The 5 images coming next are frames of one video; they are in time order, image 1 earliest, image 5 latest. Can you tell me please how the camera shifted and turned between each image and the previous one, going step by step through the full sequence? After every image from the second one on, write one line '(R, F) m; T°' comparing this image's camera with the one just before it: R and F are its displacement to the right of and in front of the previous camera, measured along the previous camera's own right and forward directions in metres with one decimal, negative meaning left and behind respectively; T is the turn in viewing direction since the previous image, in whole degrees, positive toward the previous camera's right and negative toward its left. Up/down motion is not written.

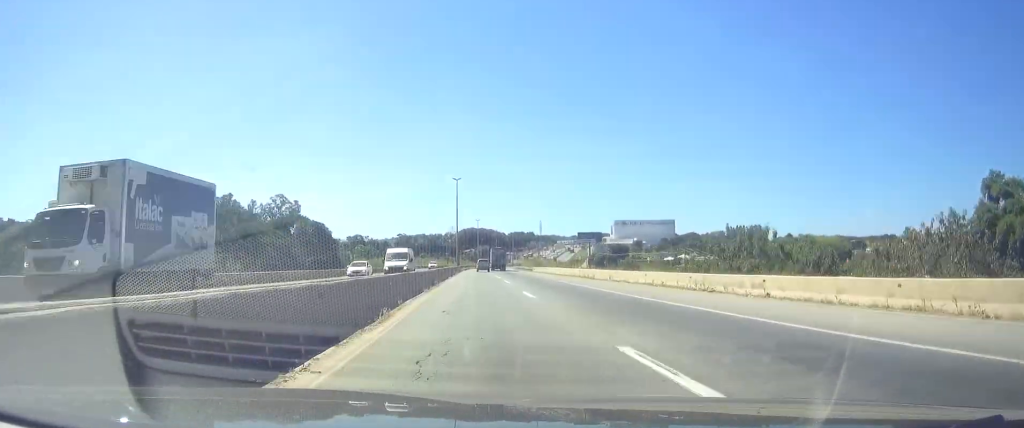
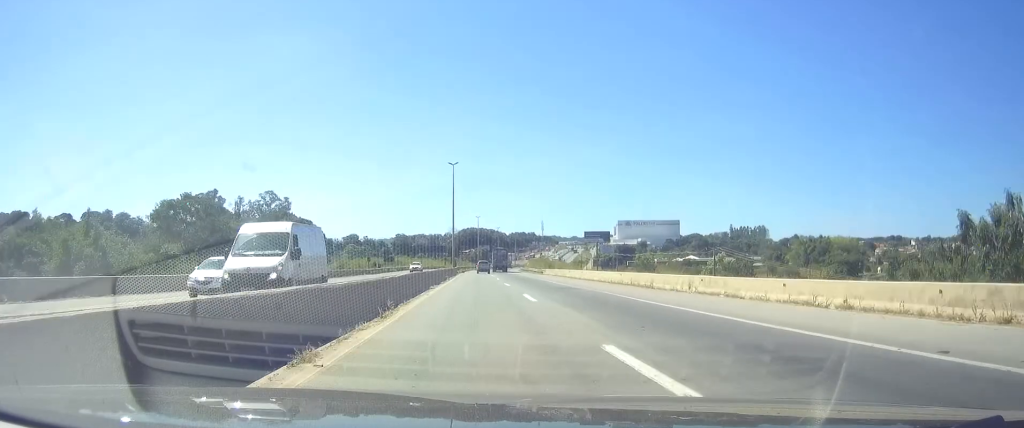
(+0.1, +17.6) m; +1°
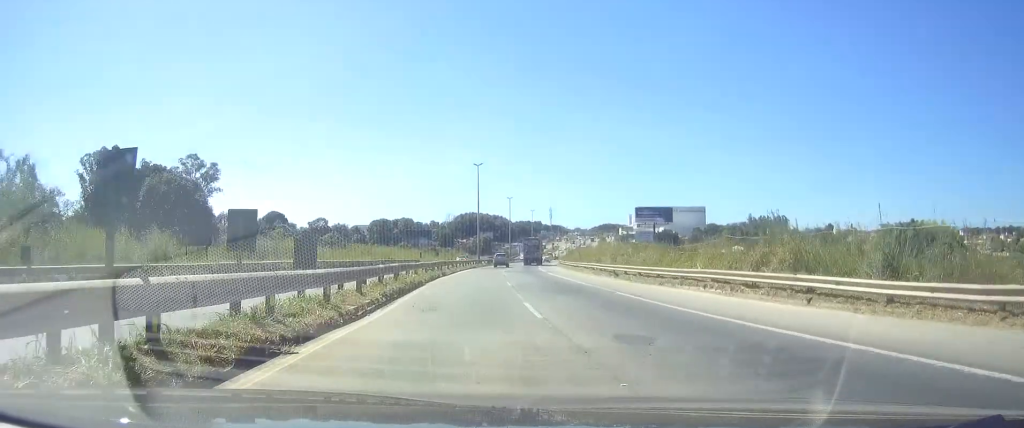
(+0.5, +88.9) m; 0°
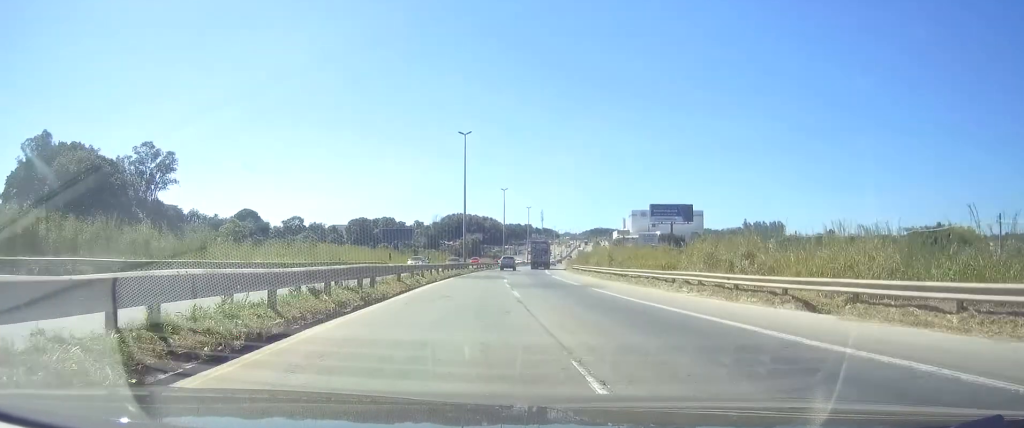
(-0.1, +27.7) m; 0°
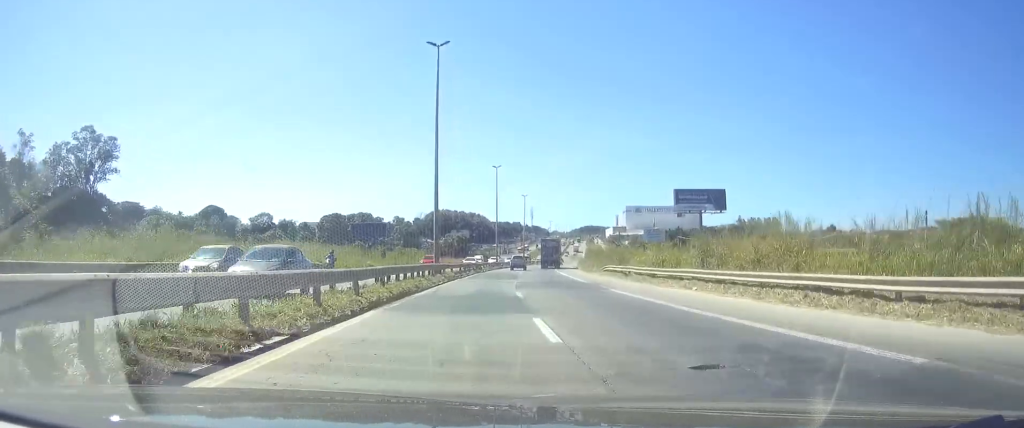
(+0.3, +29.9) m; +1°
